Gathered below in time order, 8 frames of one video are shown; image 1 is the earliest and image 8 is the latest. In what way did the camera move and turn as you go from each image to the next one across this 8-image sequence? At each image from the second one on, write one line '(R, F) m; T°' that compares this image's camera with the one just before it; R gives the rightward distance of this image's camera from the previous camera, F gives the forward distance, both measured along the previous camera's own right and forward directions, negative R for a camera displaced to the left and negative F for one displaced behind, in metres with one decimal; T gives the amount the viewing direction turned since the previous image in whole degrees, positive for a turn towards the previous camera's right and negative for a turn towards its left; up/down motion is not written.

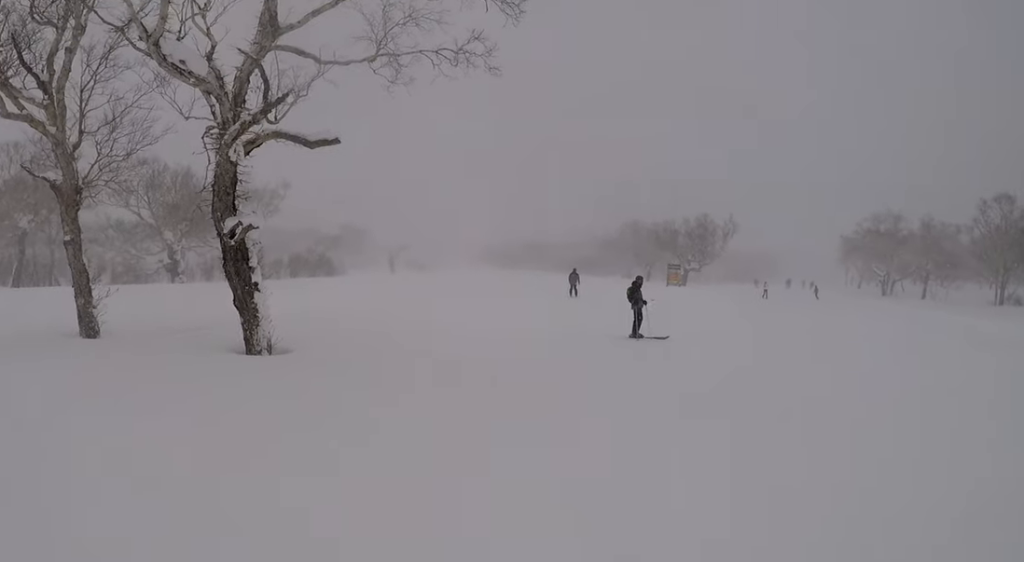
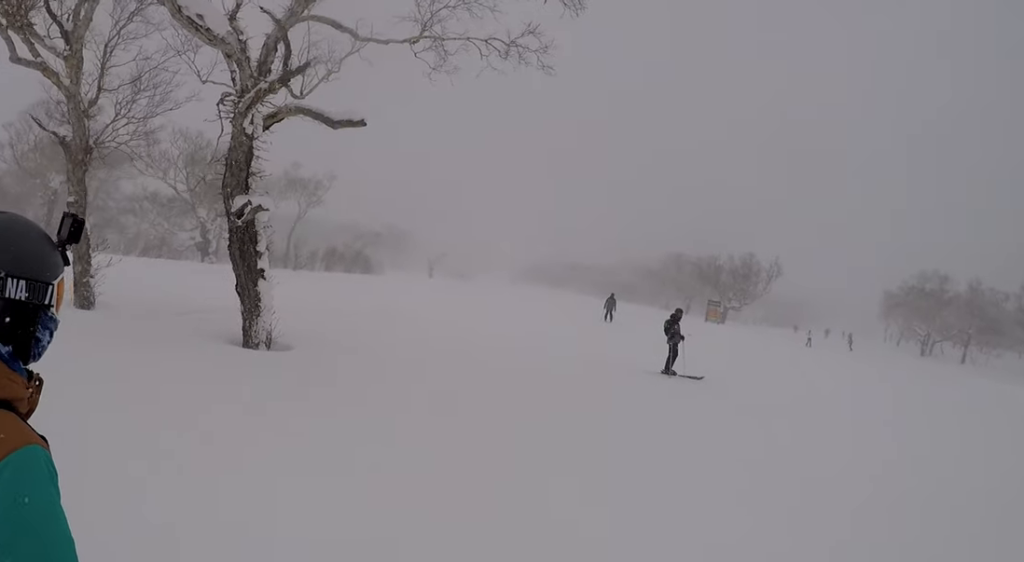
(+0.1, +1.6) m; -9°
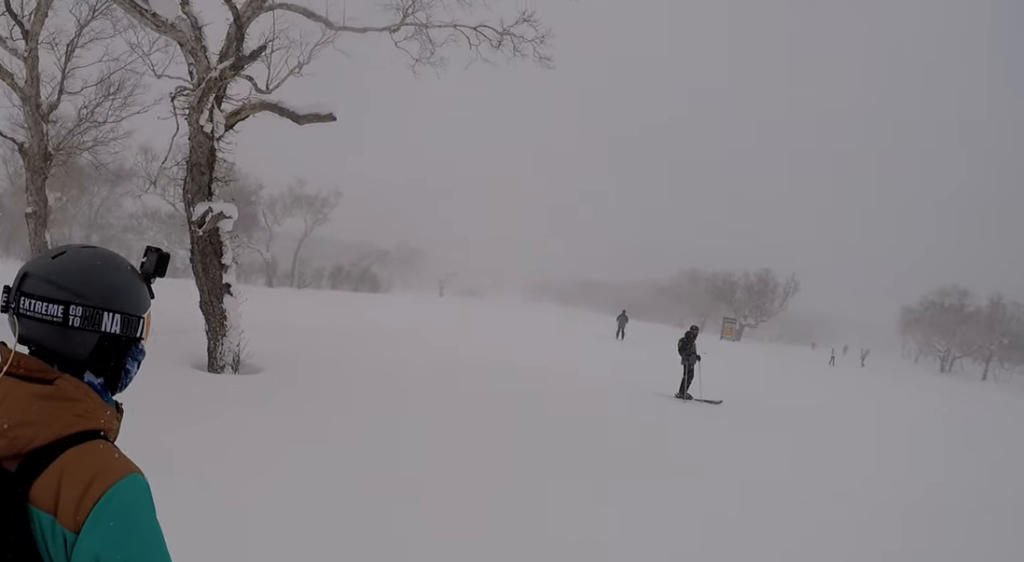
(-0.4, +2.0) m; +1°
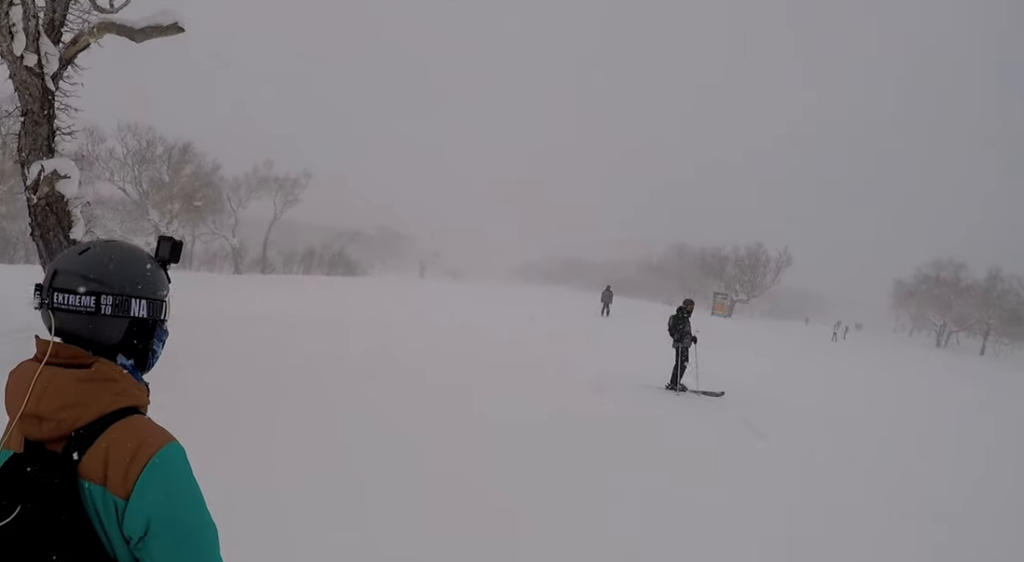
(-0.1, +3.7) m; +9°
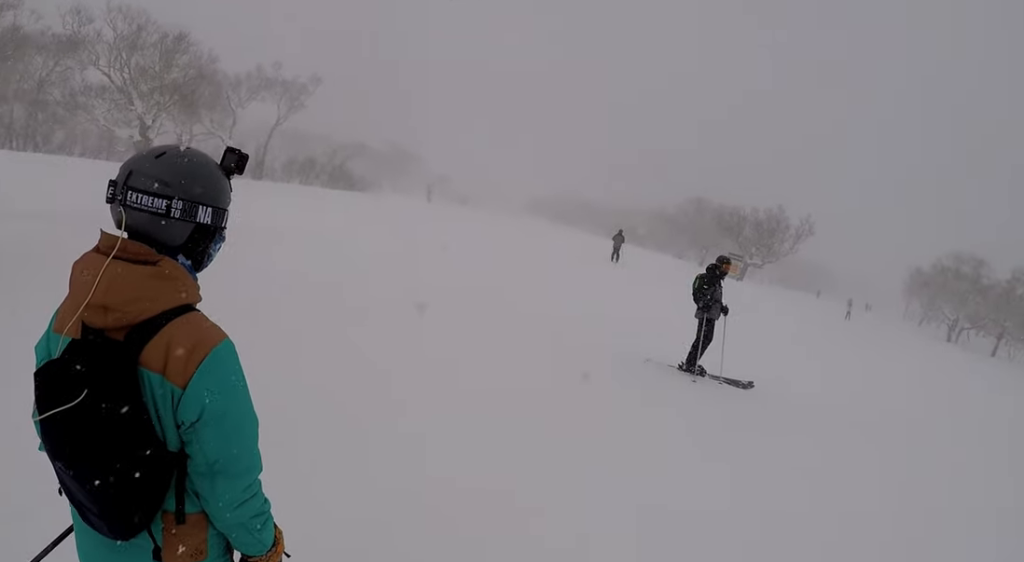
(+0.6, +3.3) m; +9°
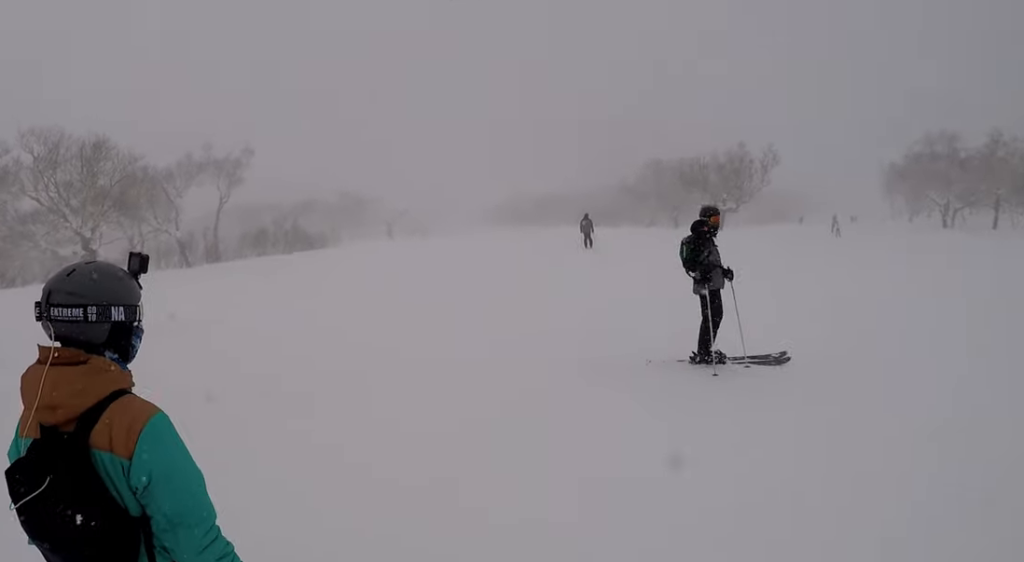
(+0.2, +2.1) m; -6°
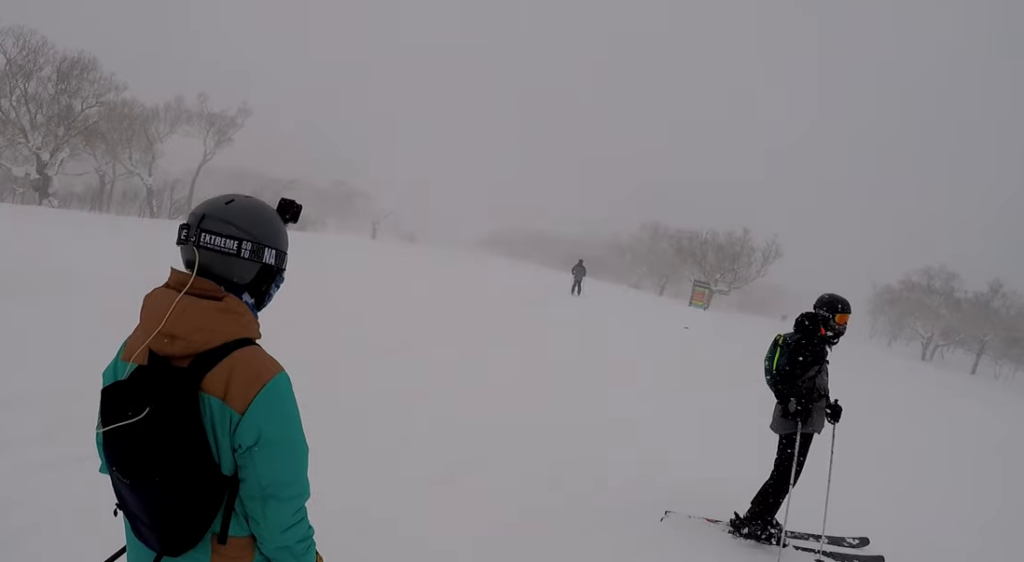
(-0.4, +3.4) m; -7°
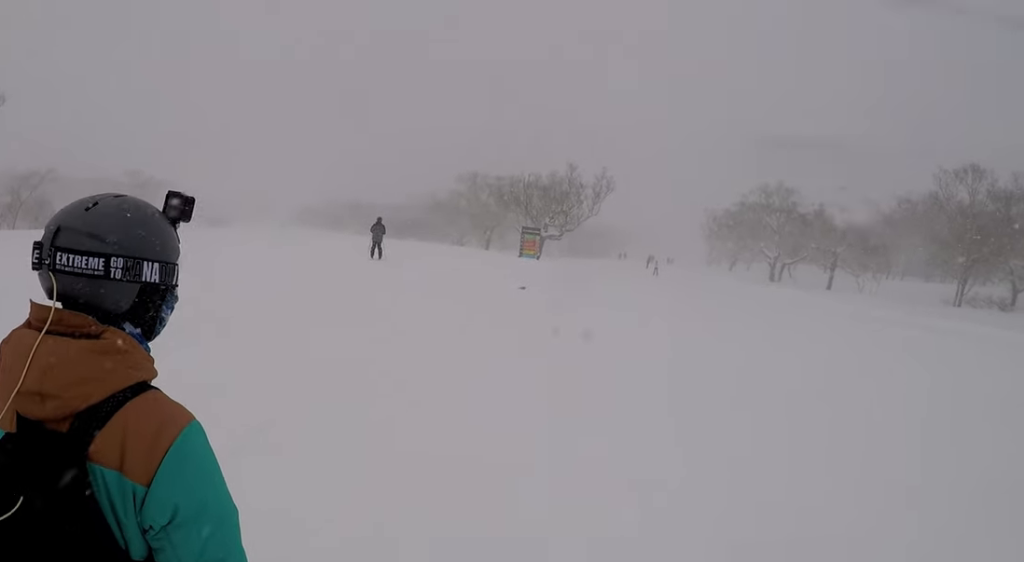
(+0.5, +8.2) m; +22°
